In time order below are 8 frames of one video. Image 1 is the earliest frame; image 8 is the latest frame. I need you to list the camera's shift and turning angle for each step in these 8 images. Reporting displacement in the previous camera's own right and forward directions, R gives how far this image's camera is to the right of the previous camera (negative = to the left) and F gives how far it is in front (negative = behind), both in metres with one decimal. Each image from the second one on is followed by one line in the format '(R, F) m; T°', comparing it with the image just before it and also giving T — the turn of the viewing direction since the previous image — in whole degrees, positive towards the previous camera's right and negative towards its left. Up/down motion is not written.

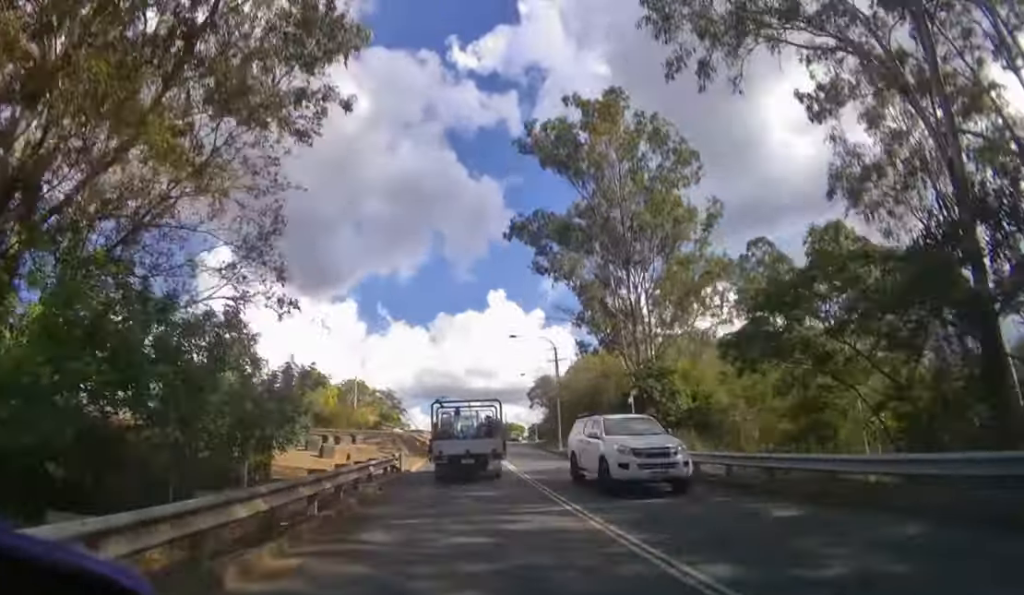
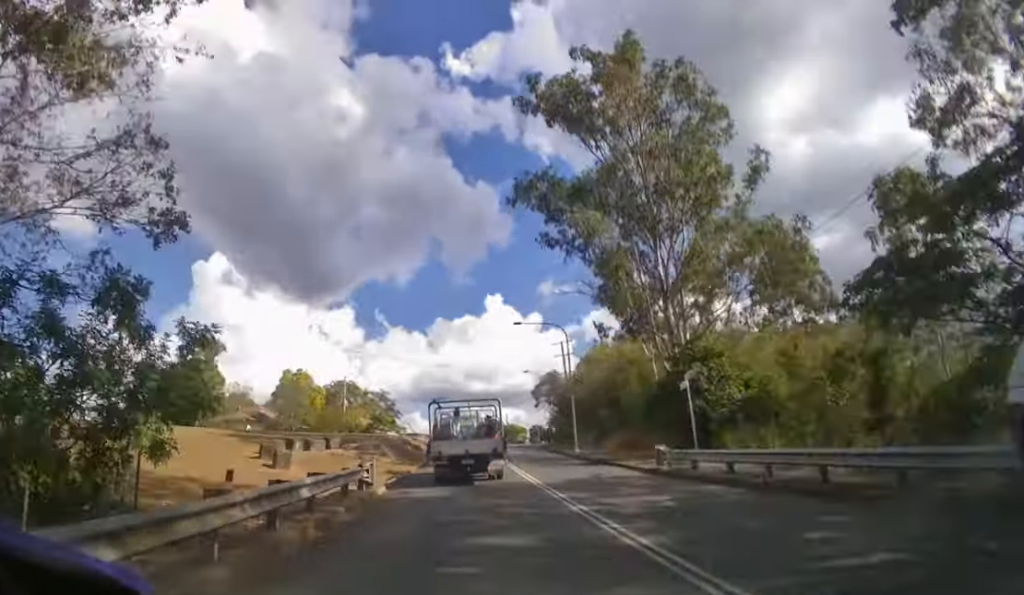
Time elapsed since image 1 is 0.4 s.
(0.0, +5.5) m; 0°
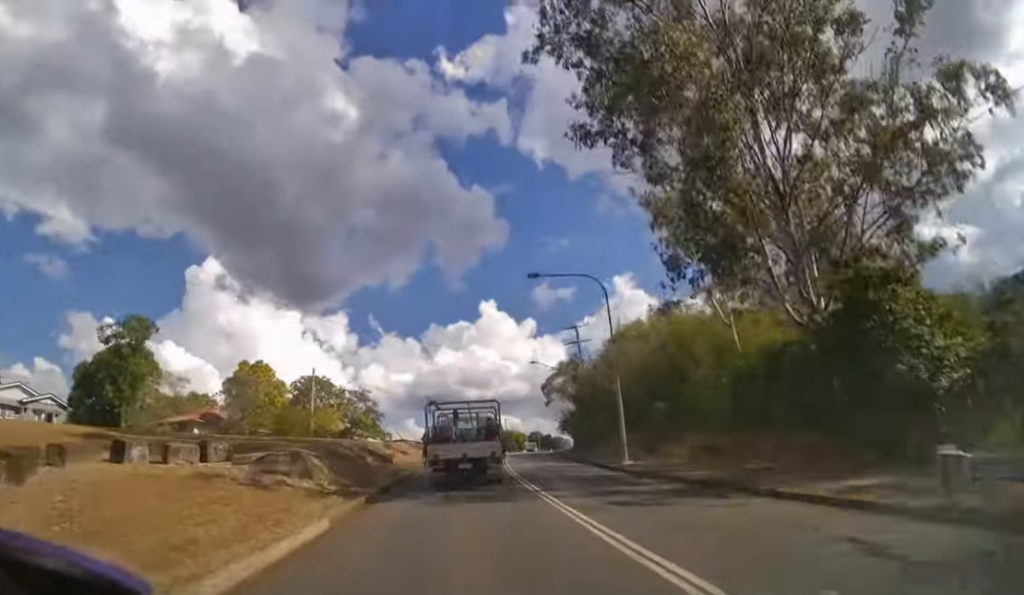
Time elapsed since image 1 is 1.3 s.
(0.0, +10.1) m; 0°
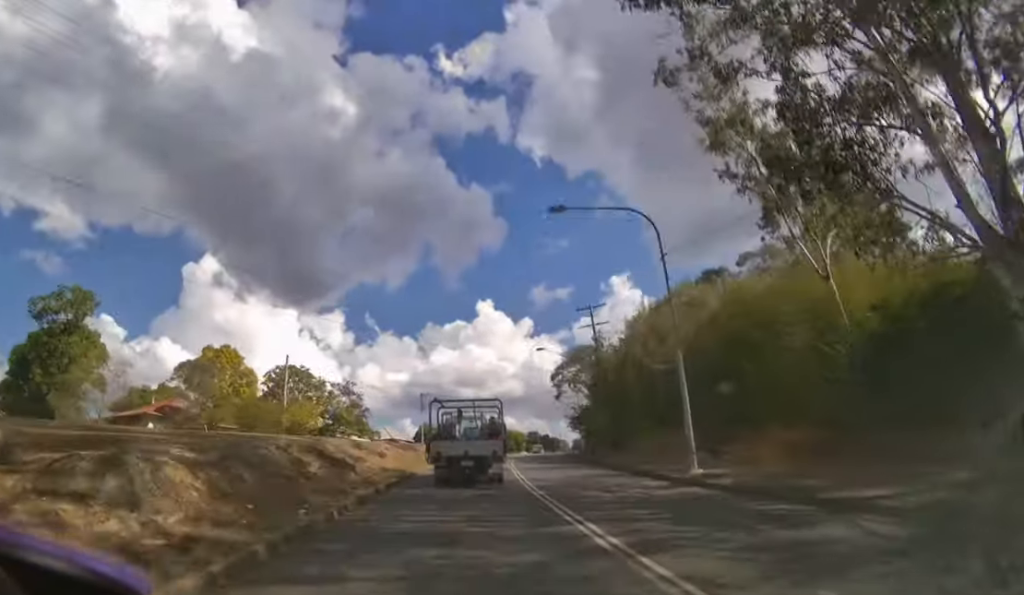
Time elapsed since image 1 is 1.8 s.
(+0.1, +6.6) m; +1°
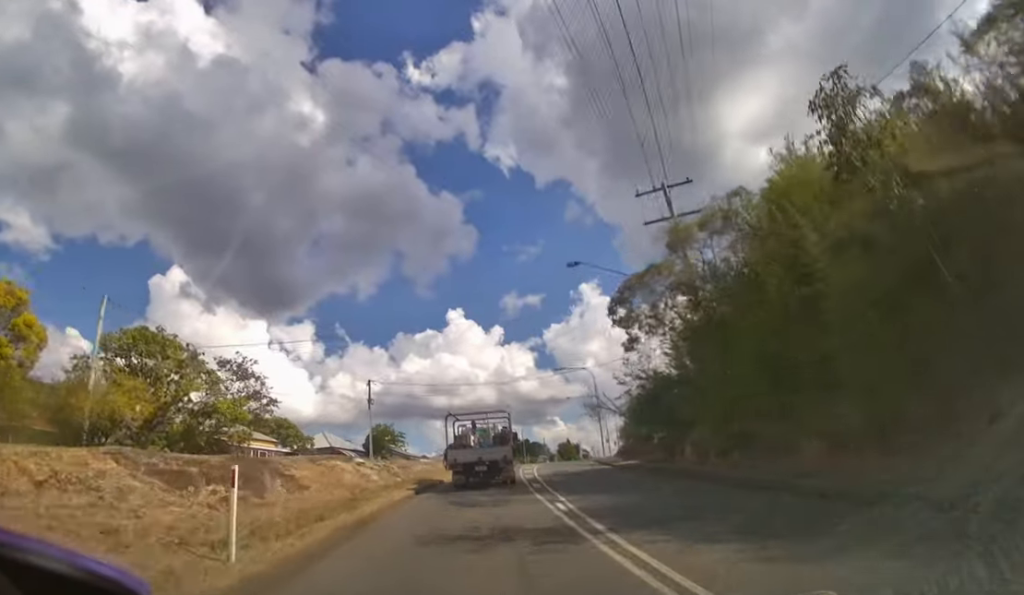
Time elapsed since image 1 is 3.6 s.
(+0.6, +22.4) m; +3°
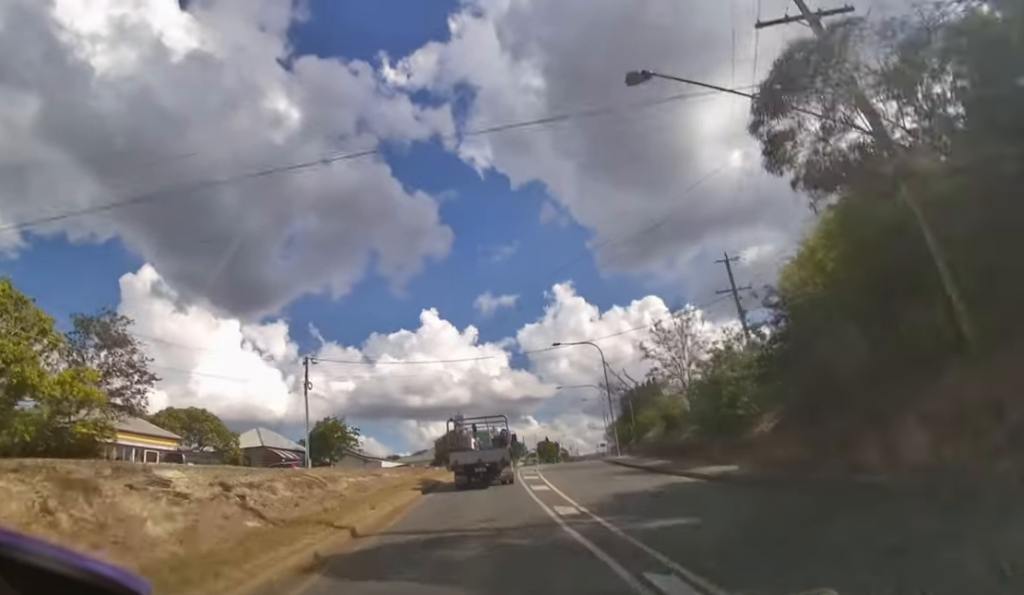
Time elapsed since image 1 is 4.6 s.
(+0.2, +13.8) m; +2°
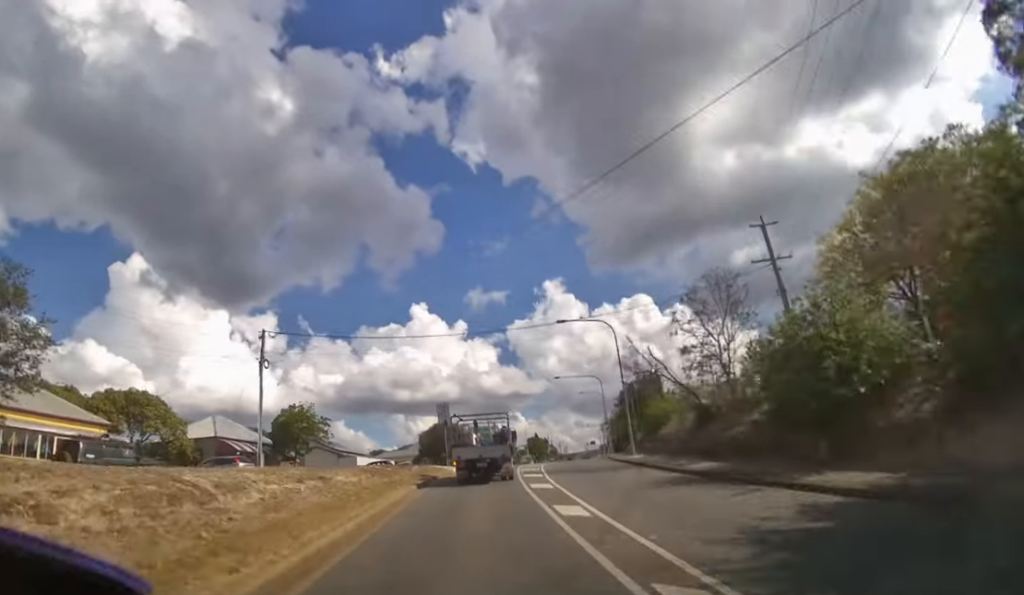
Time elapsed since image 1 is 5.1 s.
(+0.1, +7.0) m; +2°
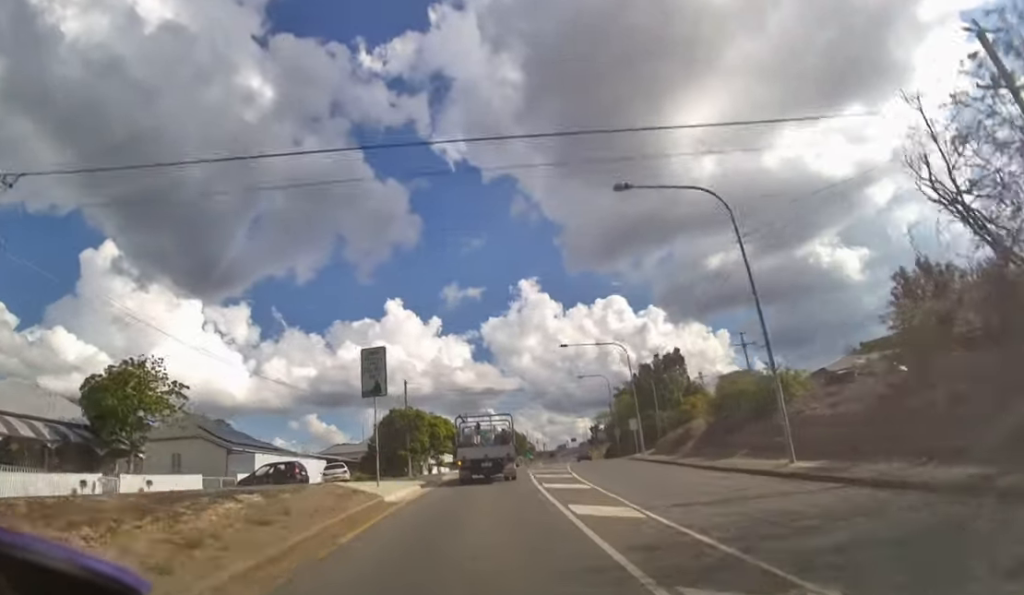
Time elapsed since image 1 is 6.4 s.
(+0.7, +18.9) m; +4°
